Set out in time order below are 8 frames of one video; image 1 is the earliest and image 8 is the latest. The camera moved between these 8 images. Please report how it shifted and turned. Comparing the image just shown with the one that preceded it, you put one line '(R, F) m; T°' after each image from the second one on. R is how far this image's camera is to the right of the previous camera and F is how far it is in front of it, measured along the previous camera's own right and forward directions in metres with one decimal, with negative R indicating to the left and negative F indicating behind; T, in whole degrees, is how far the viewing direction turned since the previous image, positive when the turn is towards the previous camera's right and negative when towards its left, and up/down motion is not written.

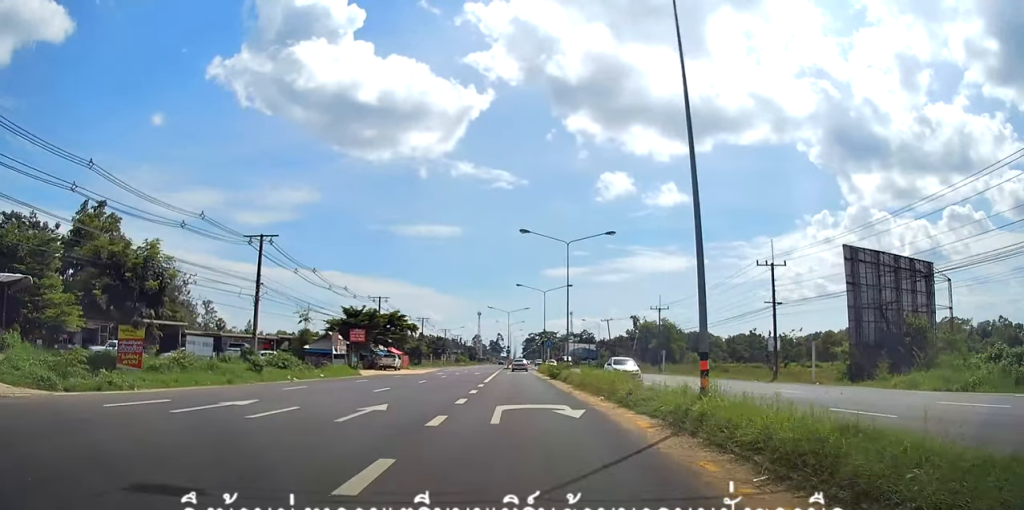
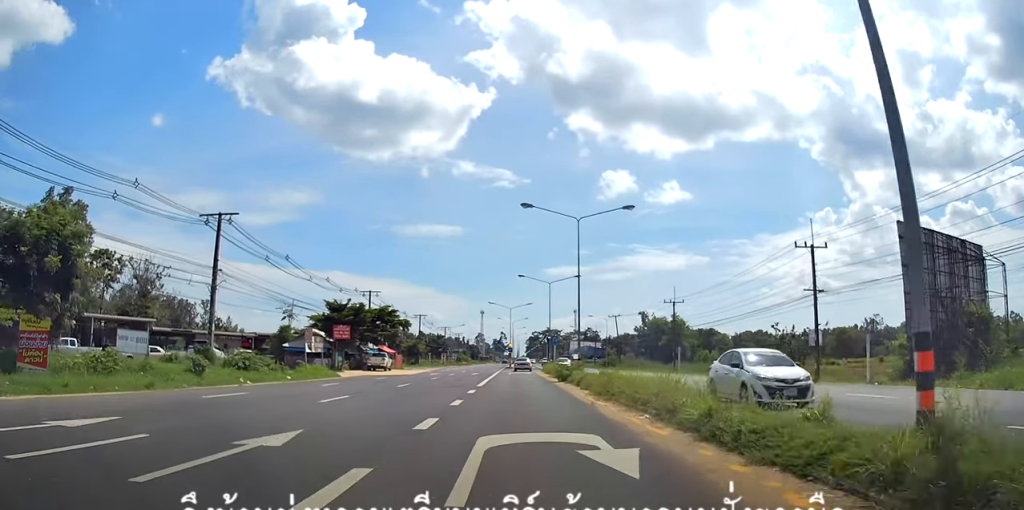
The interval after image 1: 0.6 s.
(0.0, +6.2) m; 0°
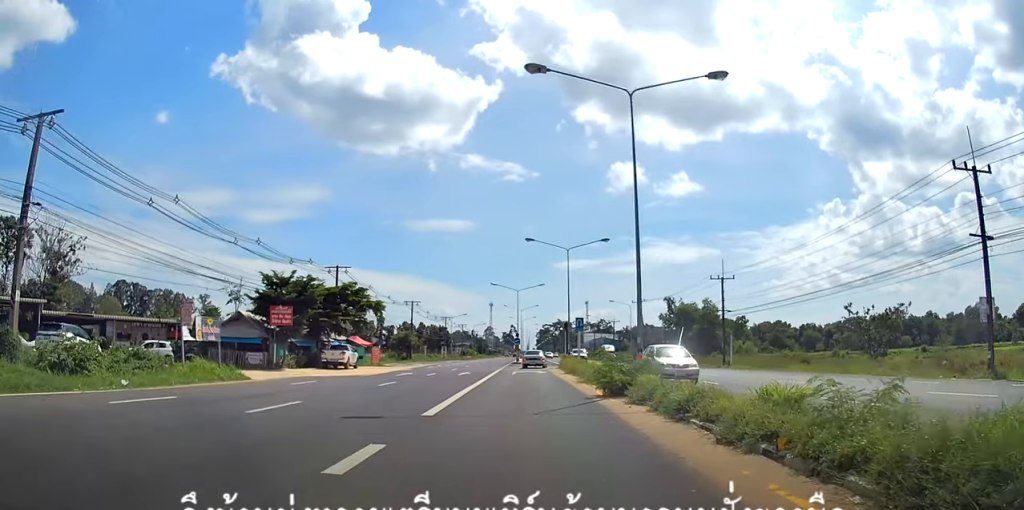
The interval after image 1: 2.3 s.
(+0.2, +15.9) m; 0°
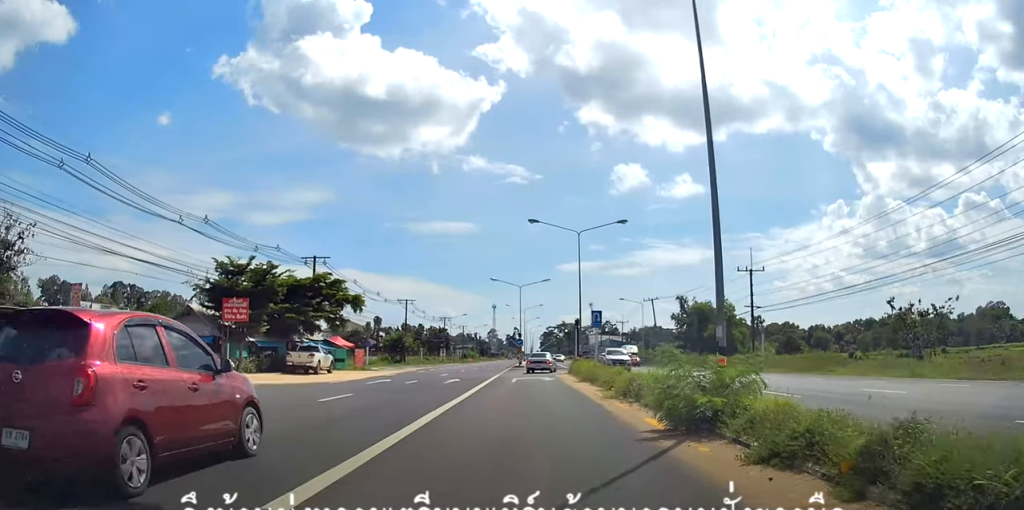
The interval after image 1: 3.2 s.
(-0.1, +7.3) m; 0°
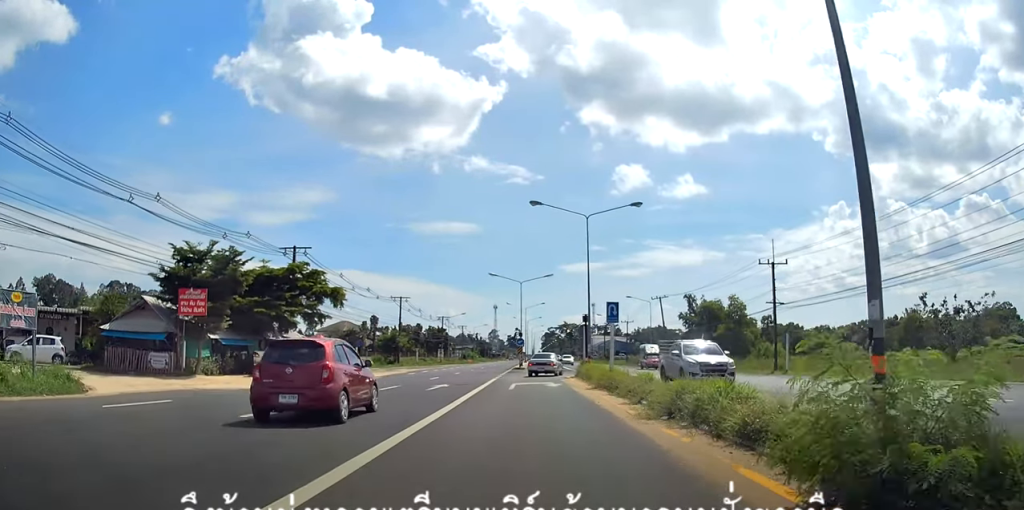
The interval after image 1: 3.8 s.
(+0.1, +4.9) m; 0°
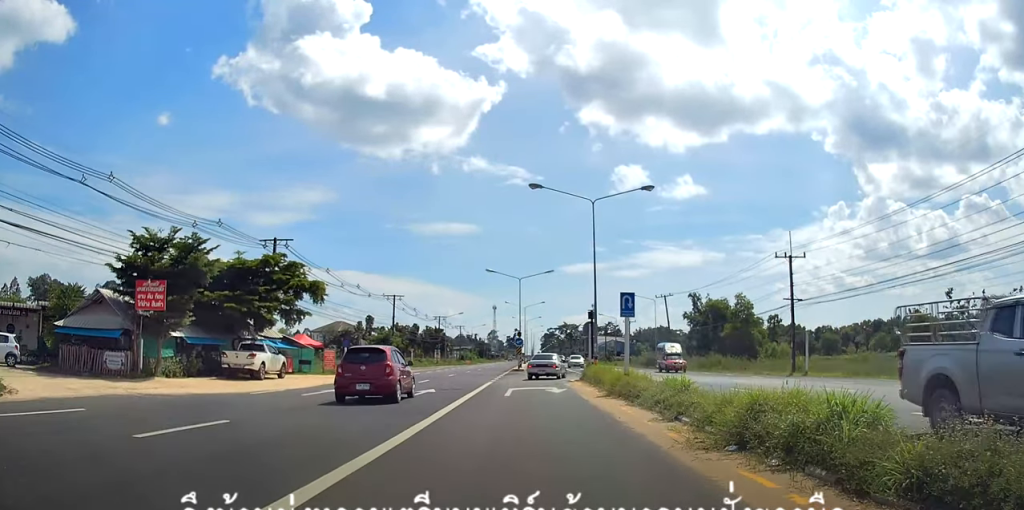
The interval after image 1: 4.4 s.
(0.0, +3.6) m; -1°
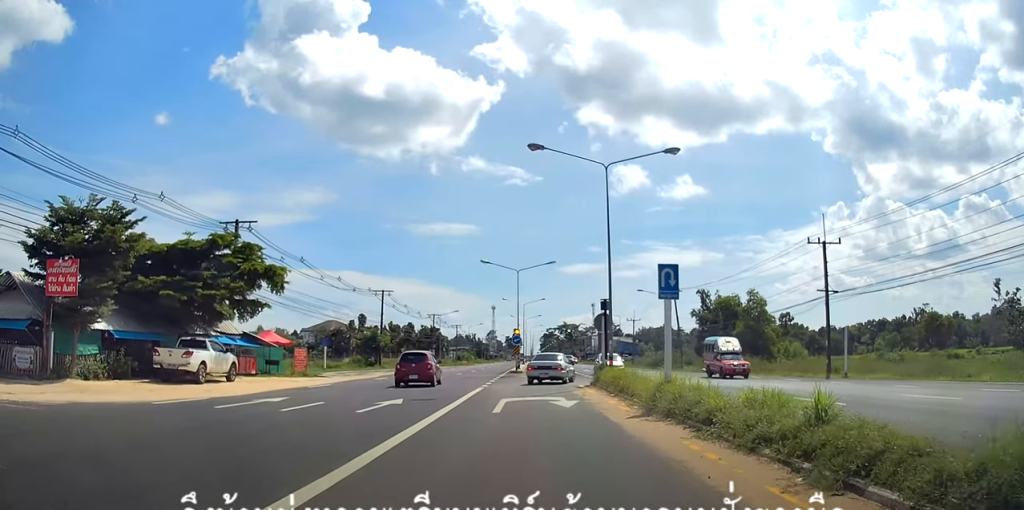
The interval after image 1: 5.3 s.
(-0.1, +5.8) m; -2°
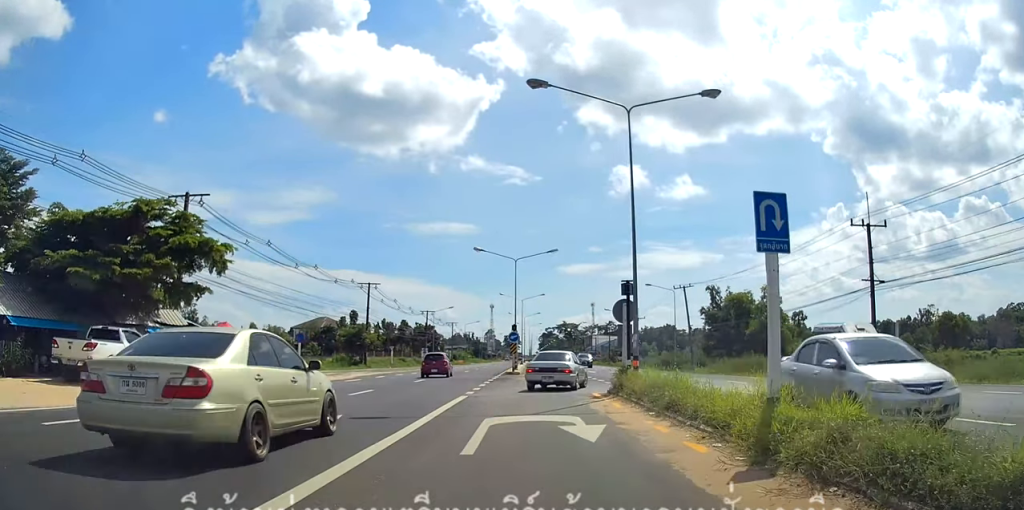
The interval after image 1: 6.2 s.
(-0.1, +5.6) m; -2°
